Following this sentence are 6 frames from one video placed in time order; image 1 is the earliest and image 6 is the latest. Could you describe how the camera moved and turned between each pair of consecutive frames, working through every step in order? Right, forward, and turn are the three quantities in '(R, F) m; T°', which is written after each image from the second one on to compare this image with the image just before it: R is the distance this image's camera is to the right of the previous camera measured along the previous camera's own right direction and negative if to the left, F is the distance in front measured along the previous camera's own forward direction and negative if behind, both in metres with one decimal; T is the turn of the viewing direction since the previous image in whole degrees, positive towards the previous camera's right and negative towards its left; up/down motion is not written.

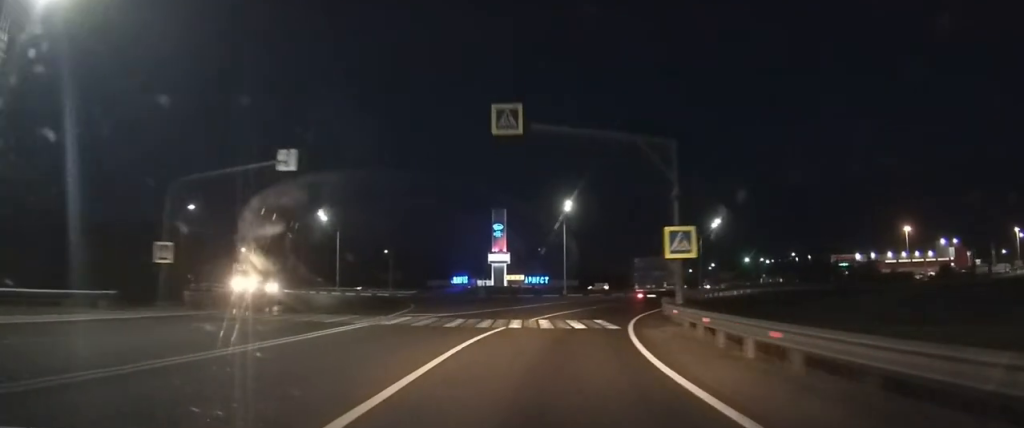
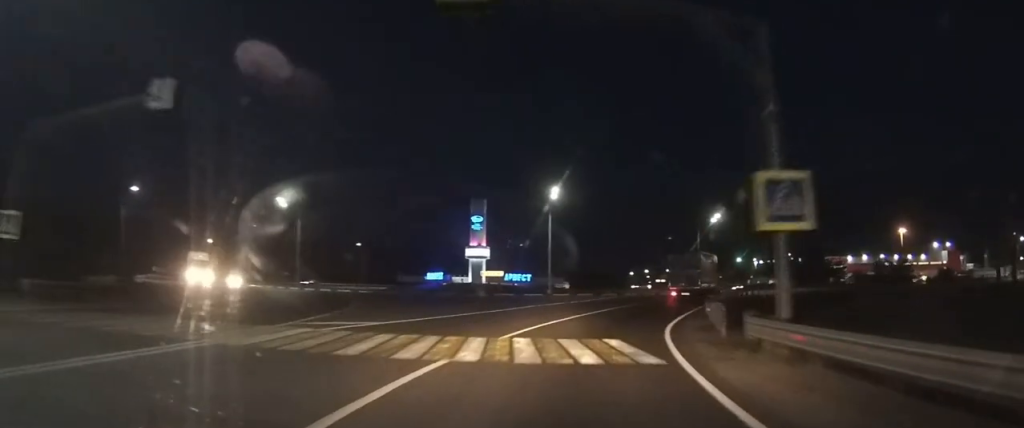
(0.0, +9.2) m; +2°
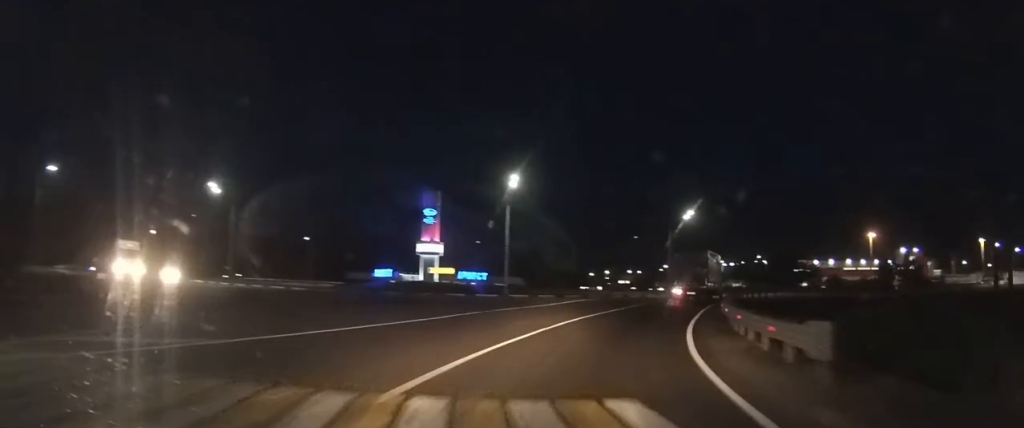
(+0.1, +8.2) m; +3°
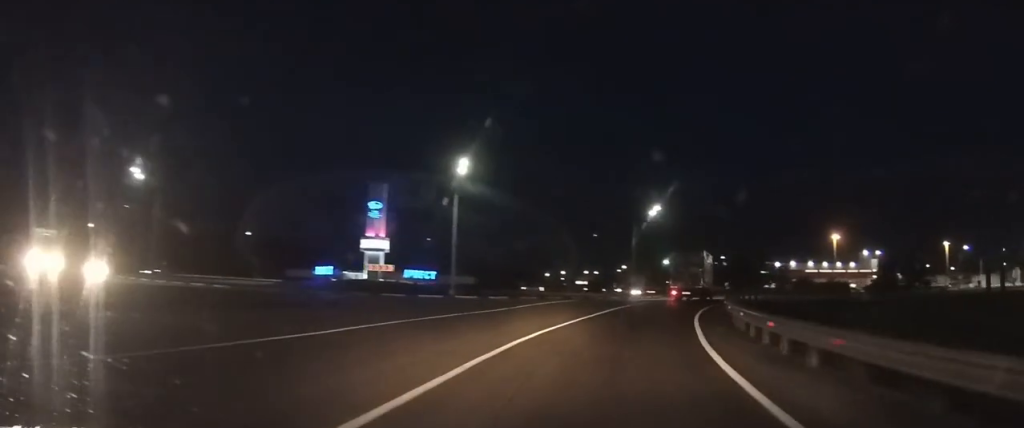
(+0.1, +7.8) m; +3°
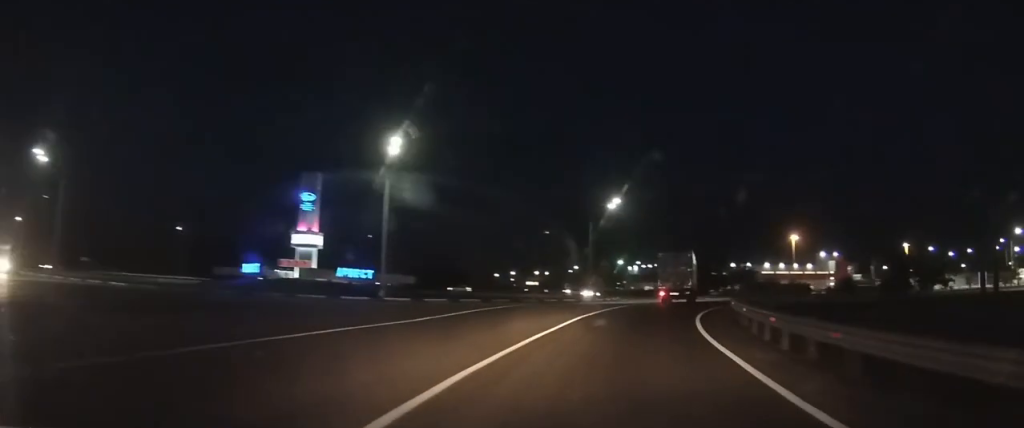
(+0.4, +9.2) m; +4°
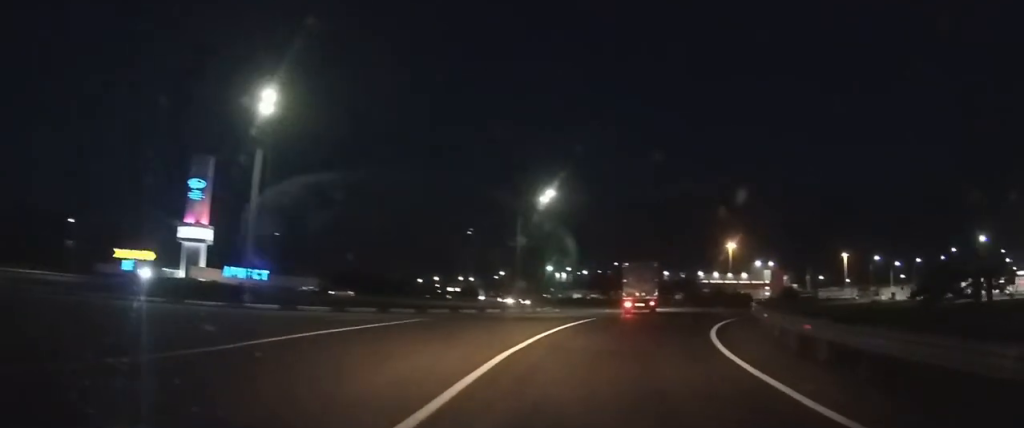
(+0.8, +13.5) m; +6°
